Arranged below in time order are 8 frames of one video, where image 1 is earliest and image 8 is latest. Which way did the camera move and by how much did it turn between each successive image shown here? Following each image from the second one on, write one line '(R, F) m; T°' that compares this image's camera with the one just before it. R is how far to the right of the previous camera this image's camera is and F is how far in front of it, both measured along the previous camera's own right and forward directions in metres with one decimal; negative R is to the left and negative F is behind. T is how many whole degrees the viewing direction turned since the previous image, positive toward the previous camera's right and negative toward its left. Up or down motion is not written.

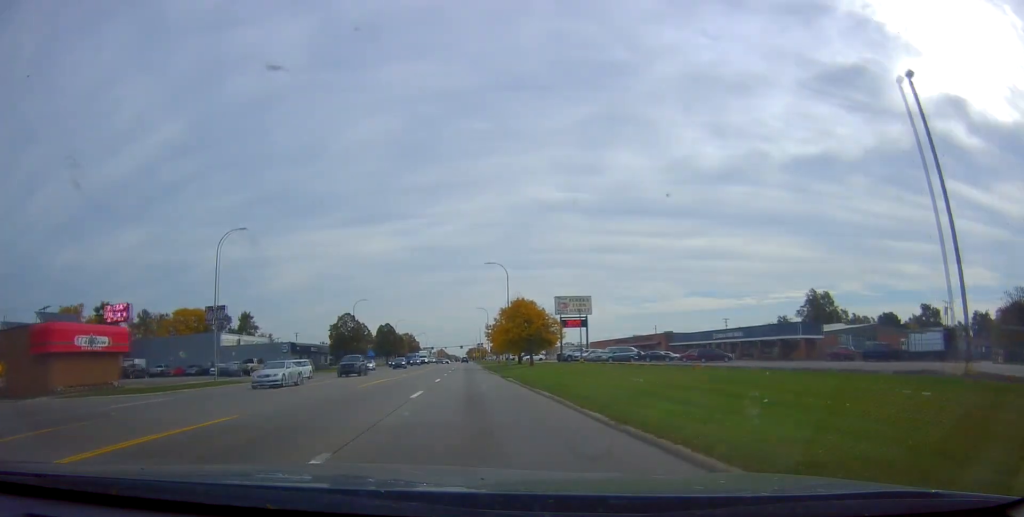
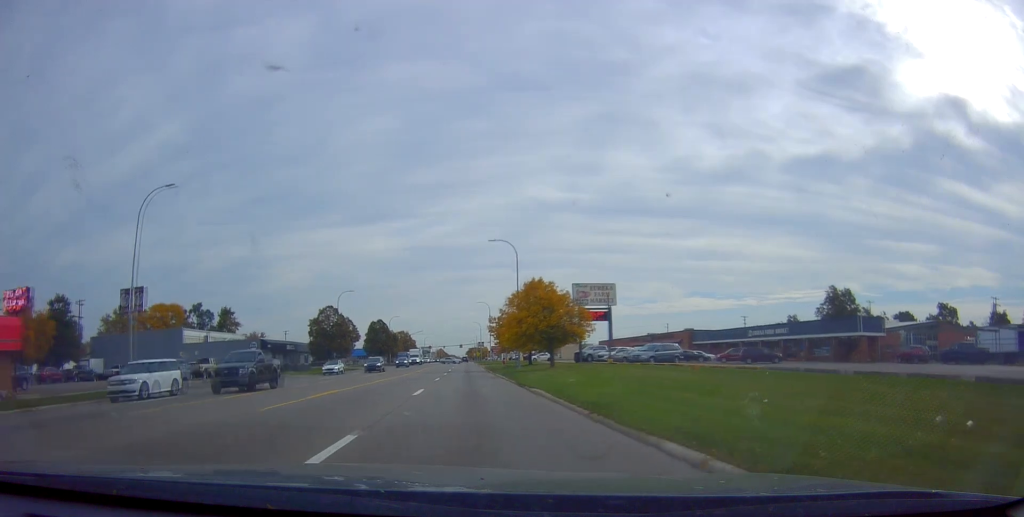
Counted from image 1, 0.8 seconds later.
(-0.1, +13.3) m; 0°
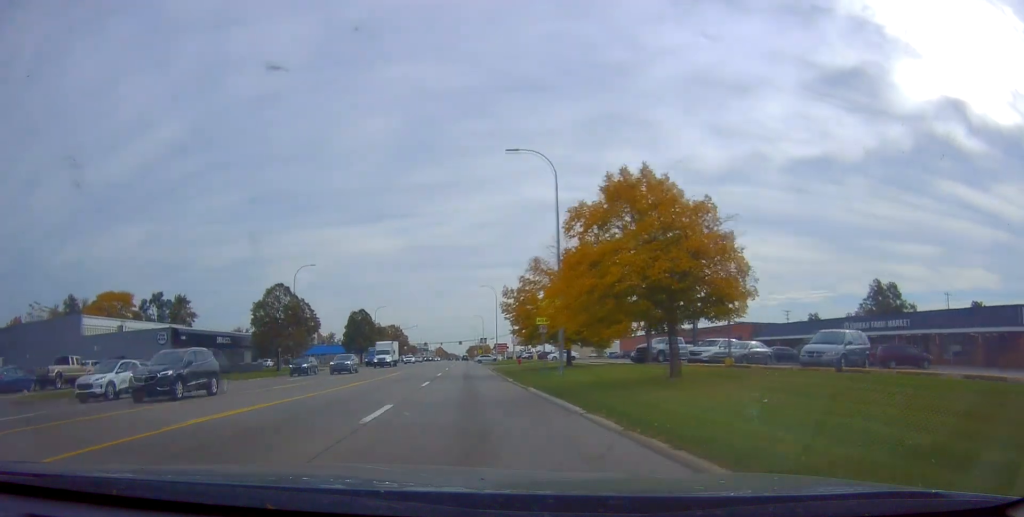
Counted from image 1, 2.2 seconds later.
(+0.1, +24.7) m; +2°
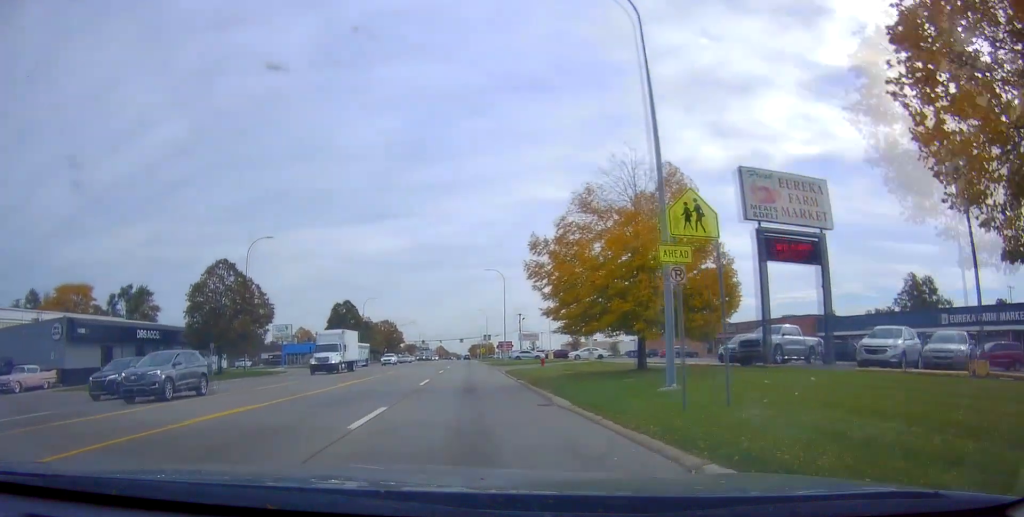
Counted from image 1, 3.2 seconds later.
(+0.1, +16.4) m; 0°
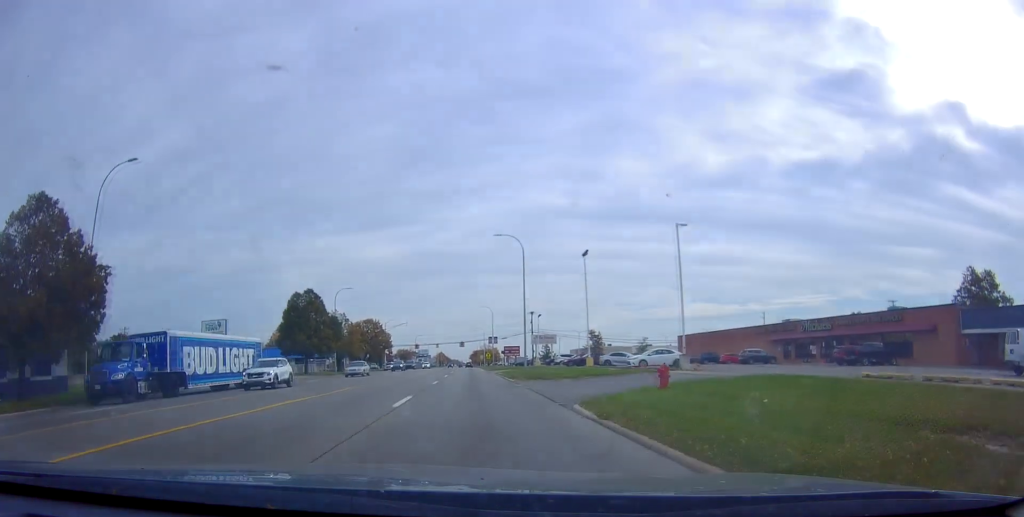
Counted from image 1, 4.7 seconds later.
(0.0, +25.3) m; -1°
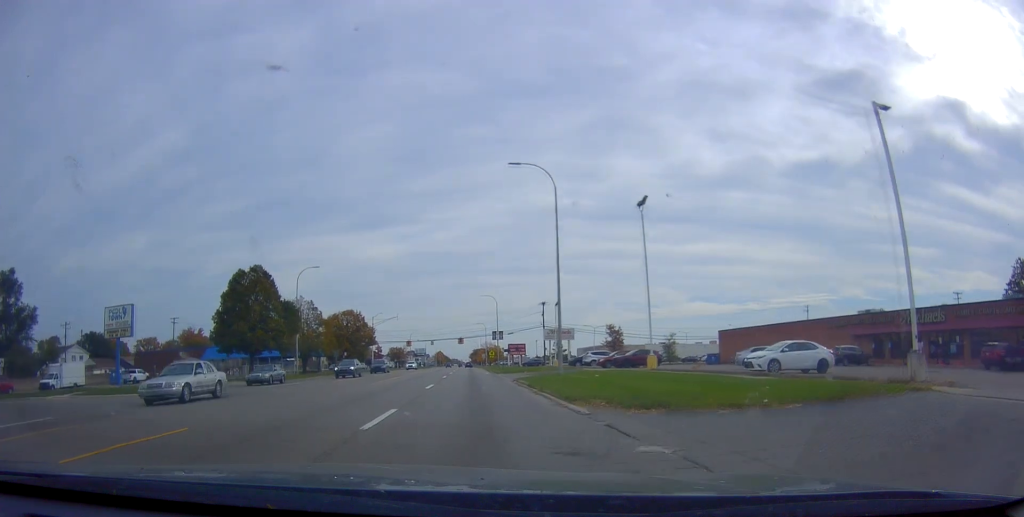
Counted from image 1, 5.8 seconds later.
(-0.3, +19.6) m; -1°
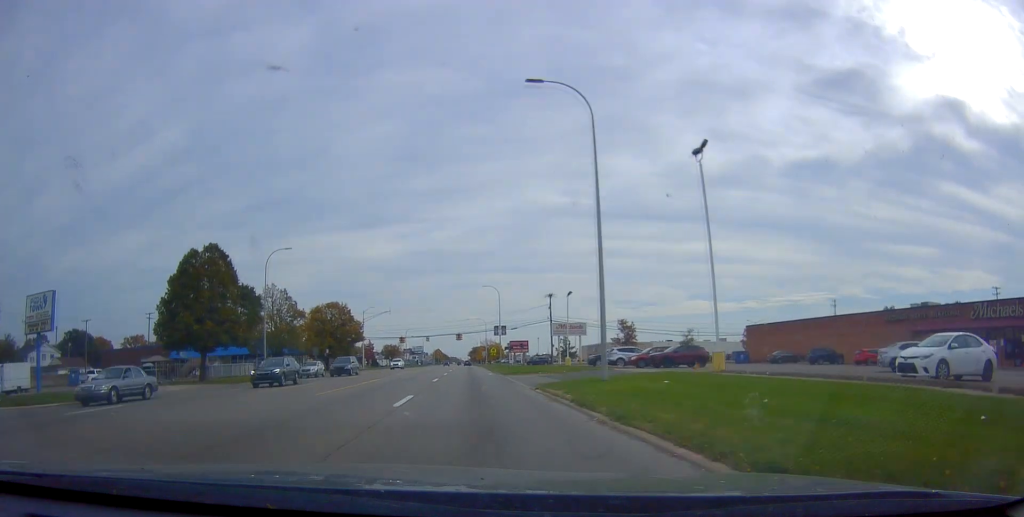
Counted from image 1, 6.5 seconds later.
(-0.2, +10.7) m; 0°
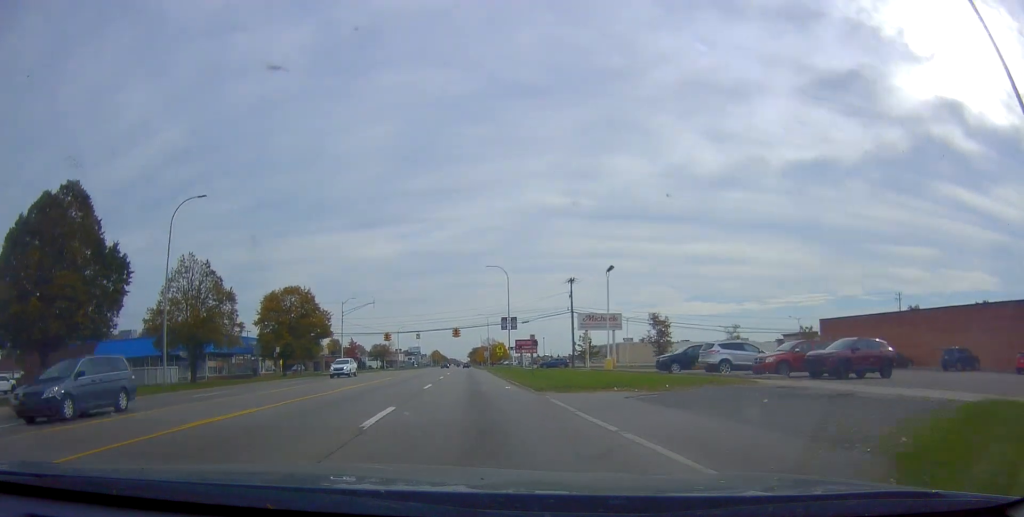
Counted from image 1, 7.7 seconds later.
(+0.6, +20.2) m; +1°
